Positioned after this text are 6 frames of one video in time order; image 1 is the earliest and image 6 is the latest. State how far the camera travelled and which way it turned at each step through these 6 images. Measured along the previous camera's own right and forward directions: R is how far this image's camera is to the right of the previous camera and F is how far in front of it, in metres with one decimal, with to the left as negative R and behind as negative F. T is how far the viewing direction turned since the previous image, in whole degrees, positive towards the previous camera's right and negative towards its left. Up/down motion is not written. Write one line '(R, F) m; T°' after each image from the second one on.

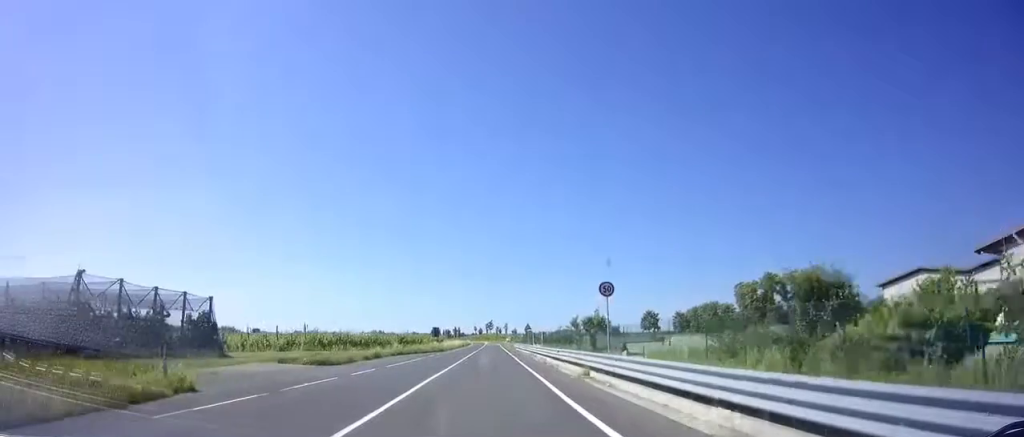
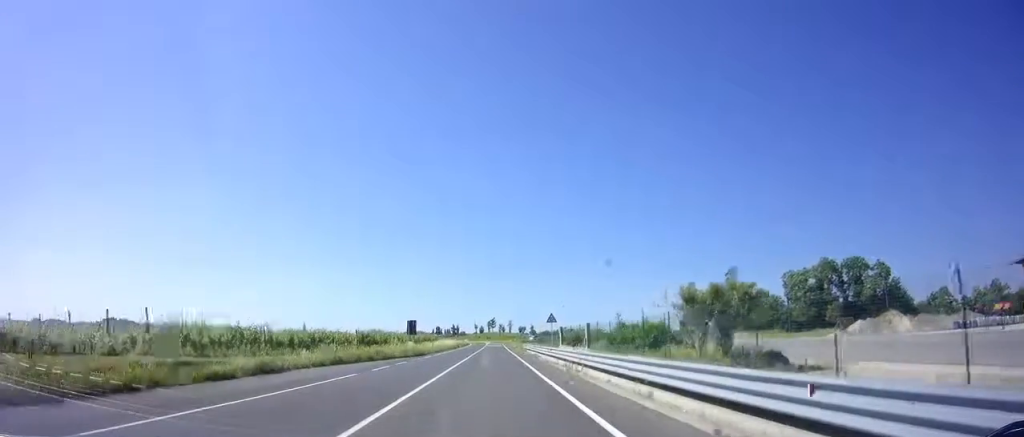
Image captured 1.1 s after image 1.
(0.0, +22.5) m; 0°
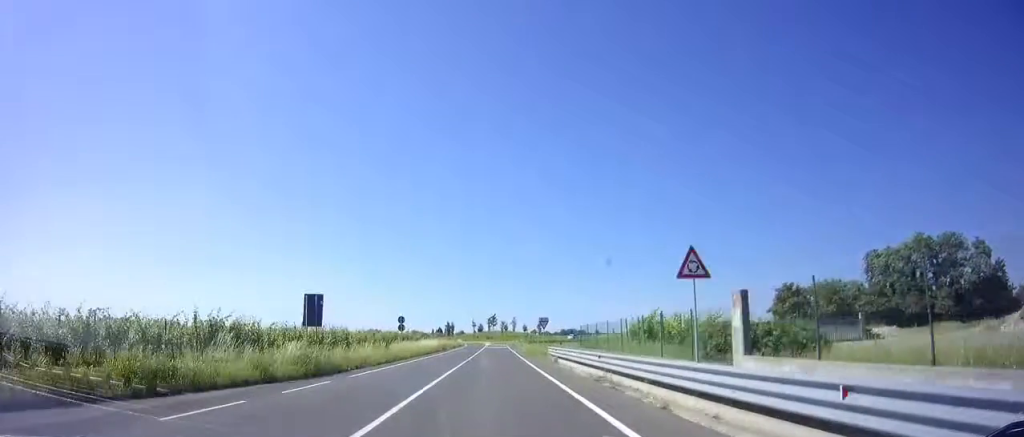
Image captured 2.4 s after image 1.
(+0.1, +26.6) m; 0°
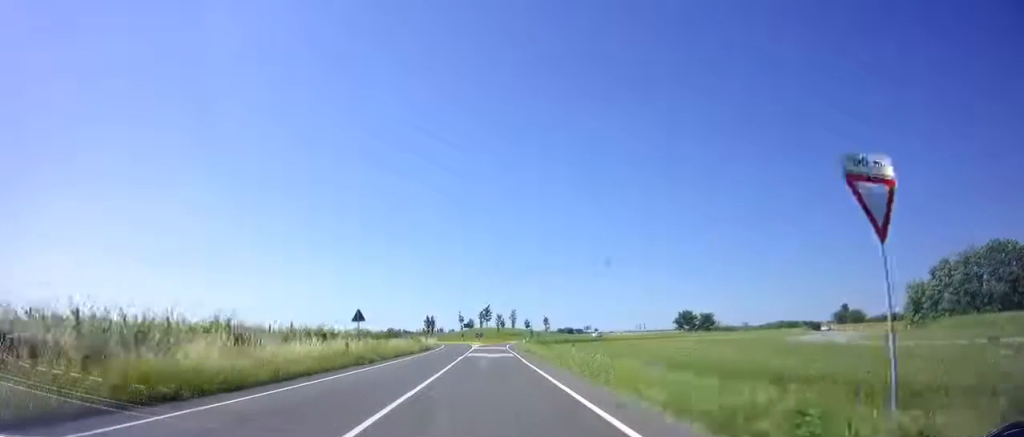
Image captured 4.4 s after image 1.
(+0.1, +37.4) m; 0°
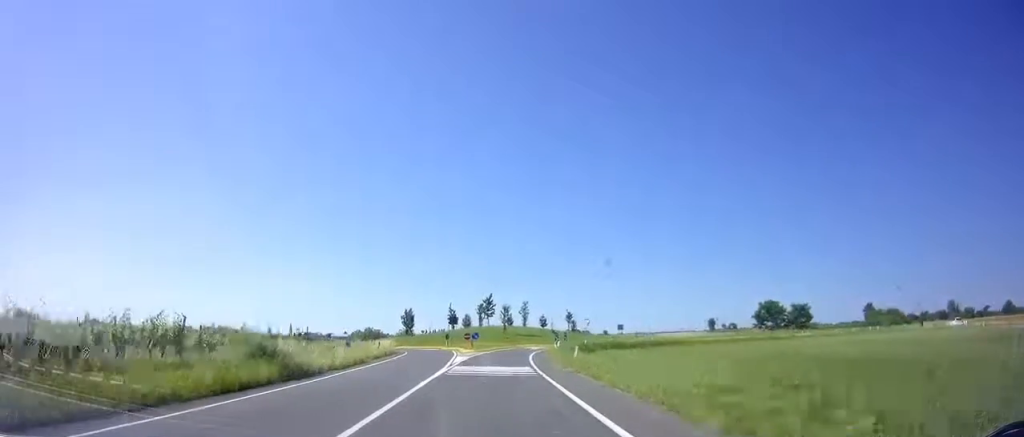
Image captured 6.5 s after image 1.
(0.0, +32.5) m; +1°
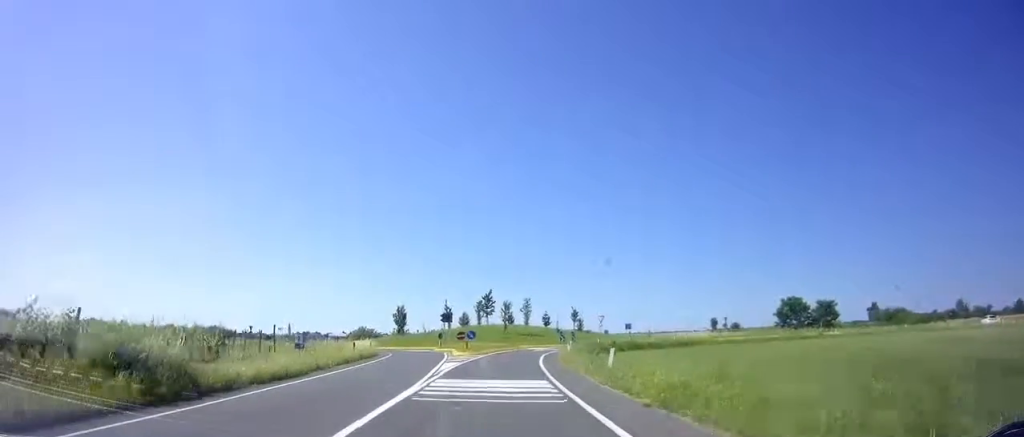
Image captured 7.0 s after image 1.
(-0.1, +6.4) m; +1°
